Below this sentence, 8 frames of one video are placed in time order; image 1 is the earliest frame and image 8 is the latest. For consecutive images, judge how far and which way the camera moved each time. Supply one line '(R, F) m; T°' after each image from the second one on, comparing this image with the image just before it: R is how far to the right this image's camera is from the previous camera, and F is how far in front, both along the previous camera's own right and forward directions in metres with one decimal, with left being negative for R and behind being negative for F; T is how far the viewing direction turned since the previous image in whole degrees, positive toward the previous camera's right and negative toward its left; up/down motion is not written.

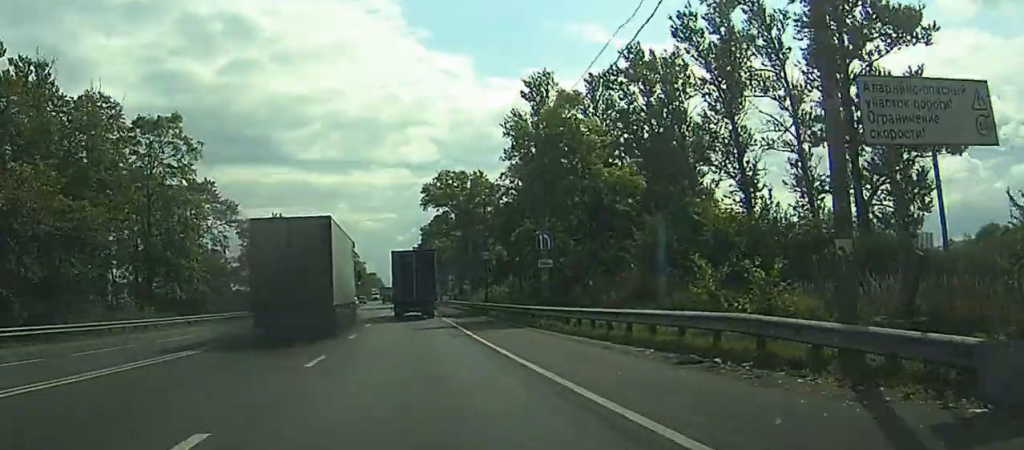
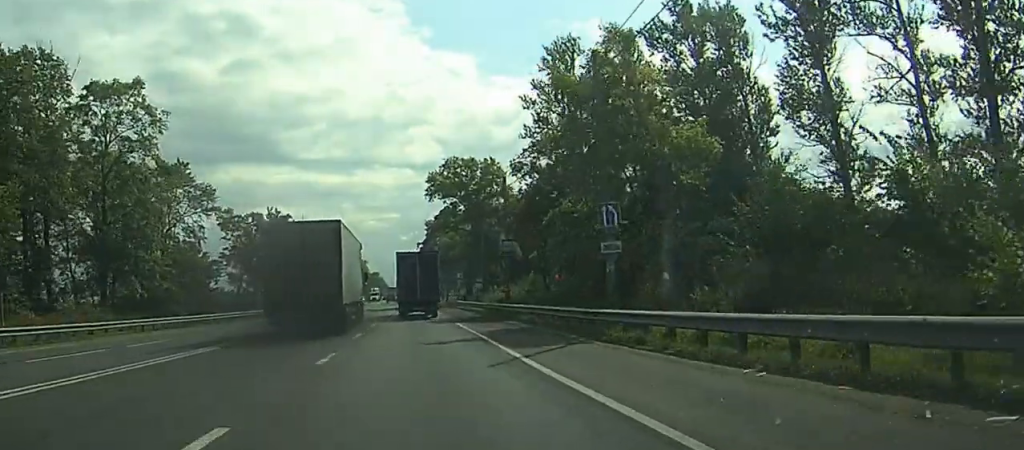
(0.0, +11.7) m; -1°
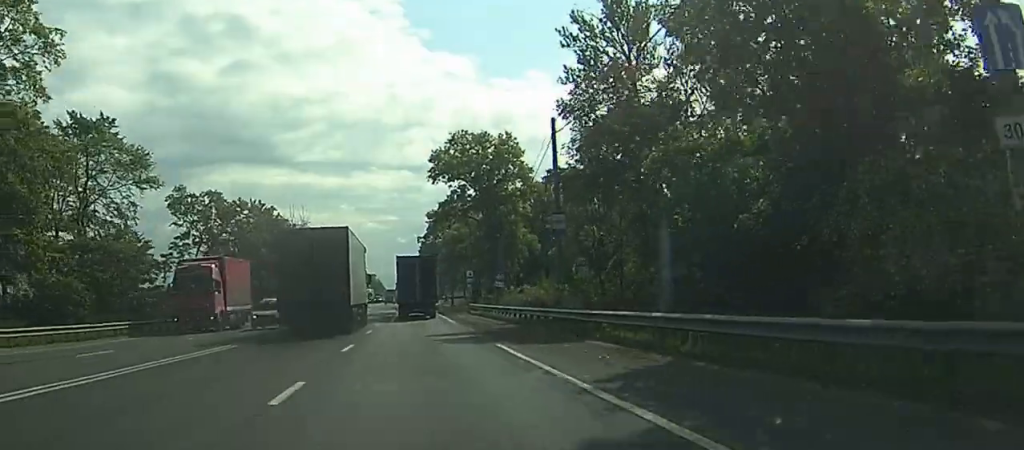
(-0.1, +18.9) m; 0°
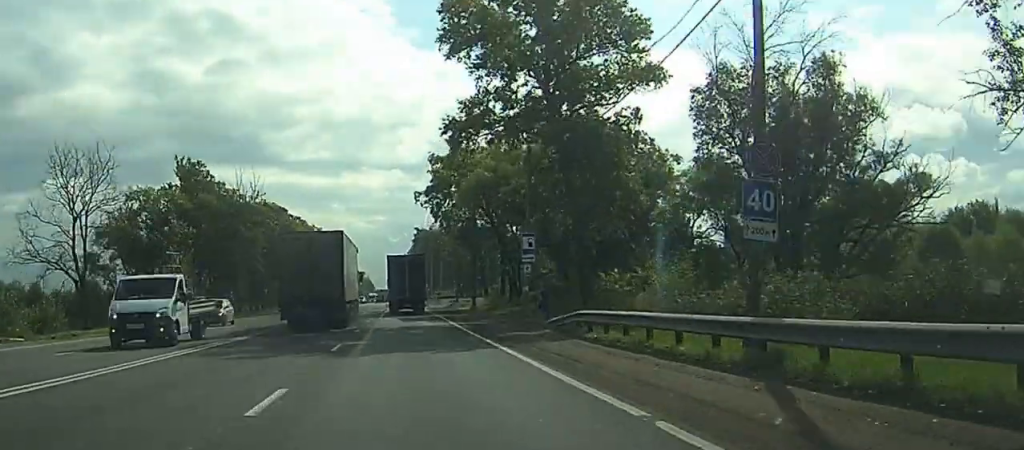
(+0.4, +49.0) m; 0°
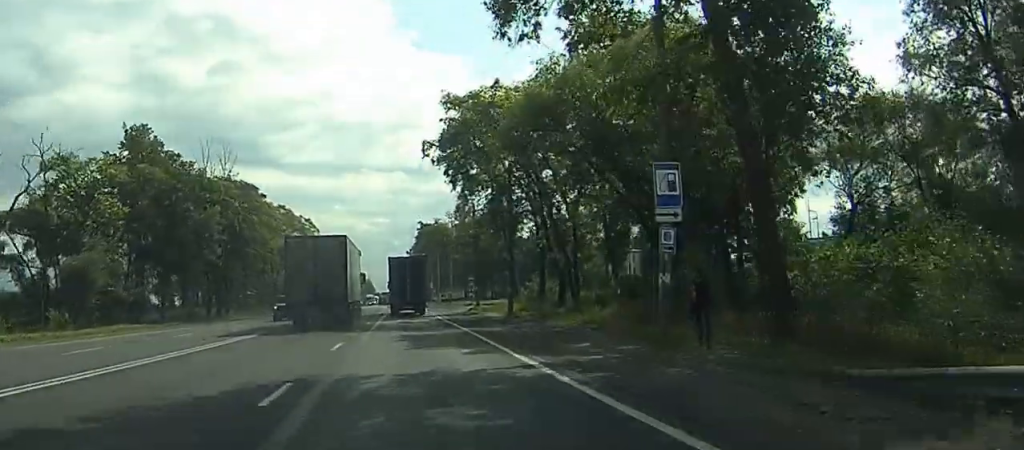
(-0.1, +22.6) m; 0°
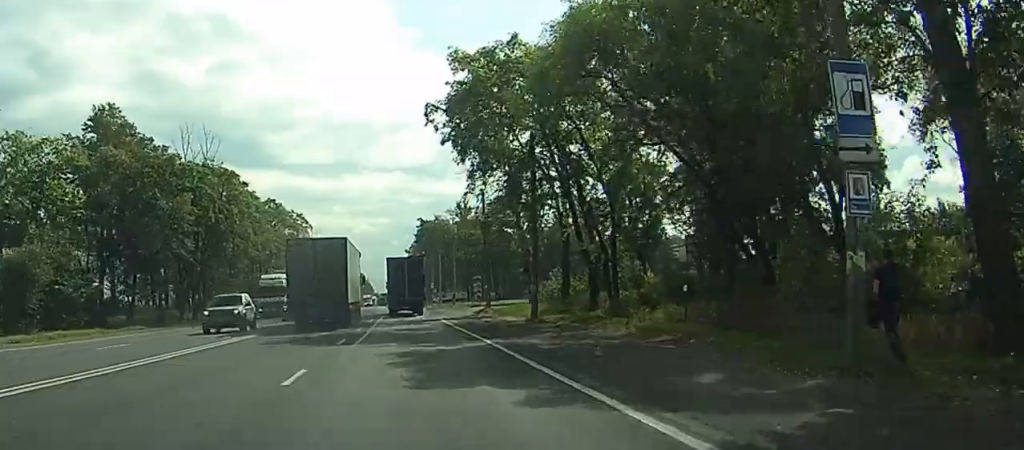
(0.0, +9.1) m; 0°
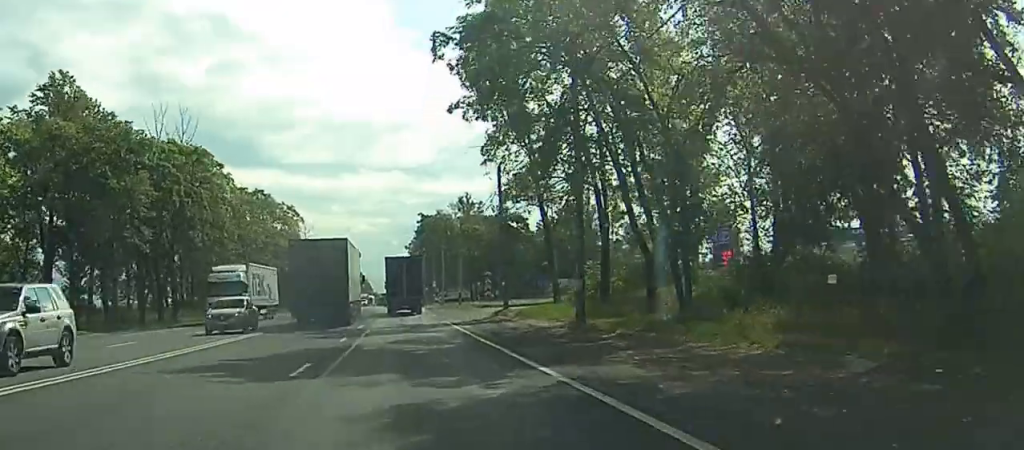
(0.0, +10.3) m; 0°
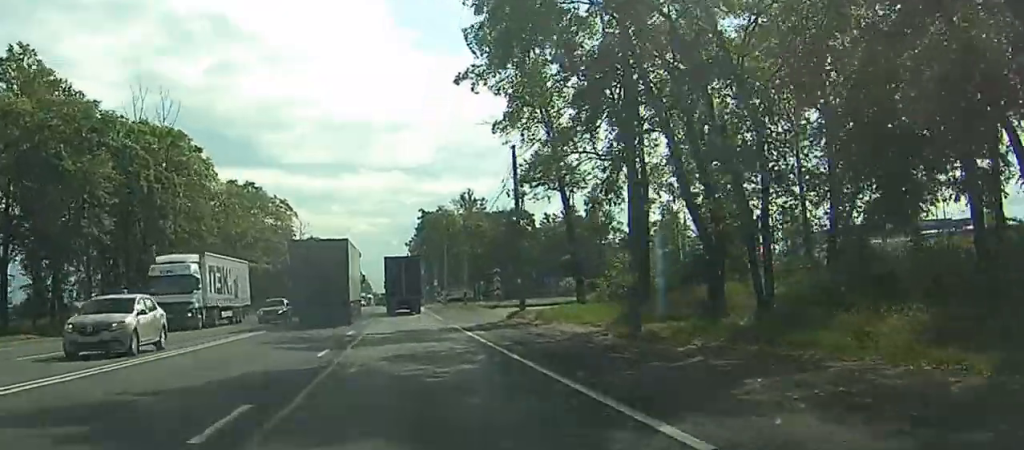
(0.0, +6.9) m; +2°
